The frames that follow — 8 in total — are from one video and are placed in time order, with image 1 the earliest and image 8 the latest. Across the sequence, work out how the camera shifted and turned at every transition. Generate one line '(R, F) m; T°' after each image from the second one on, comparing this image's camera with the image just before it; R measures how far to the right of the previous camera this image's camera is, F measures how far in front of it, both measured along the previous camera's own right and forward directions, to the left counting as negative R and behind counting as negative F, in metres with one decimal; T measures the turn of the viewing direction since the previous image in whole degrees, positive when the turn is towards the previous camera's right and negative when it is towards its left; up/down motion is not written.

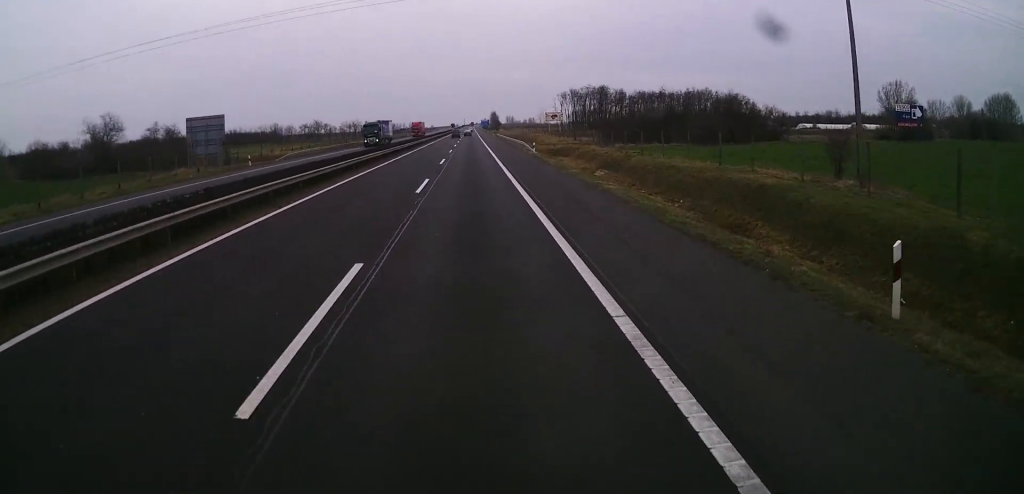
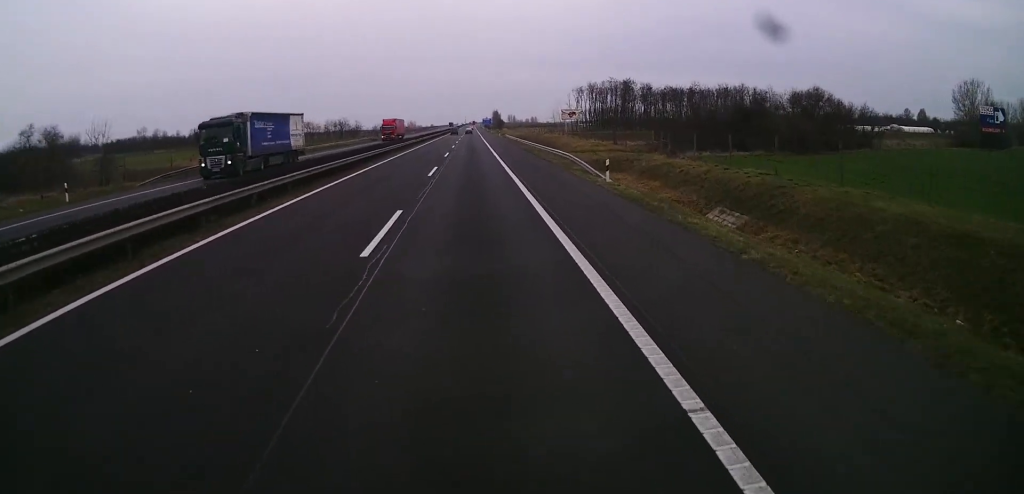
(+0.2, +26.9) m; +1°
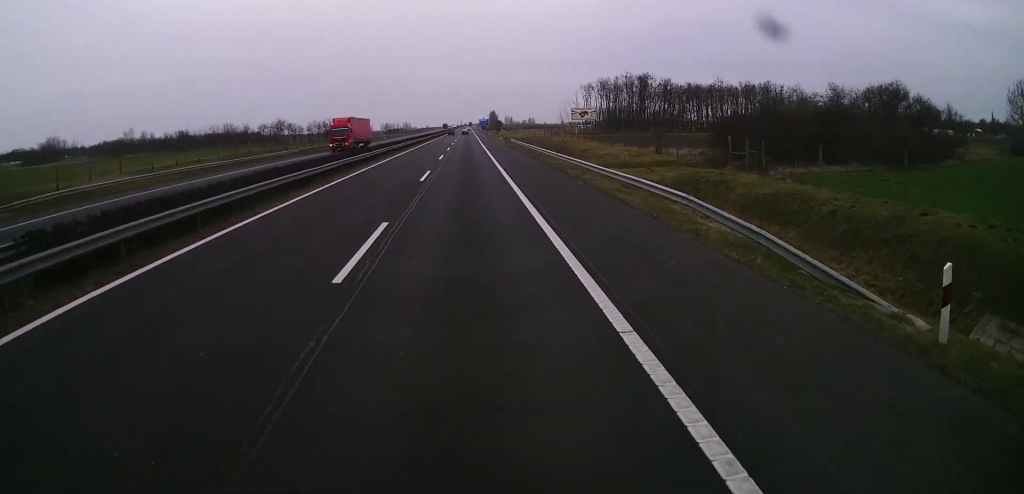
(0.0, +18.9) m; 0°
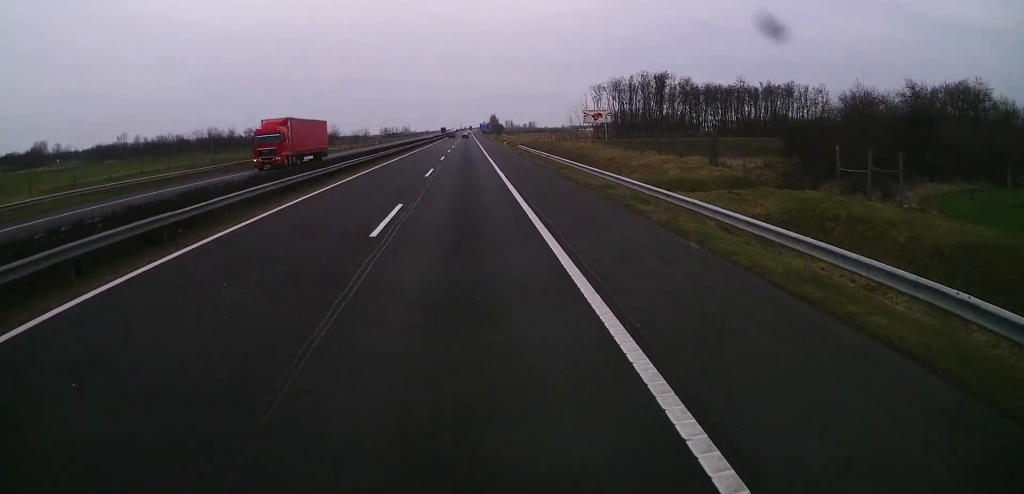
(0.0, +13.3) m; 0°
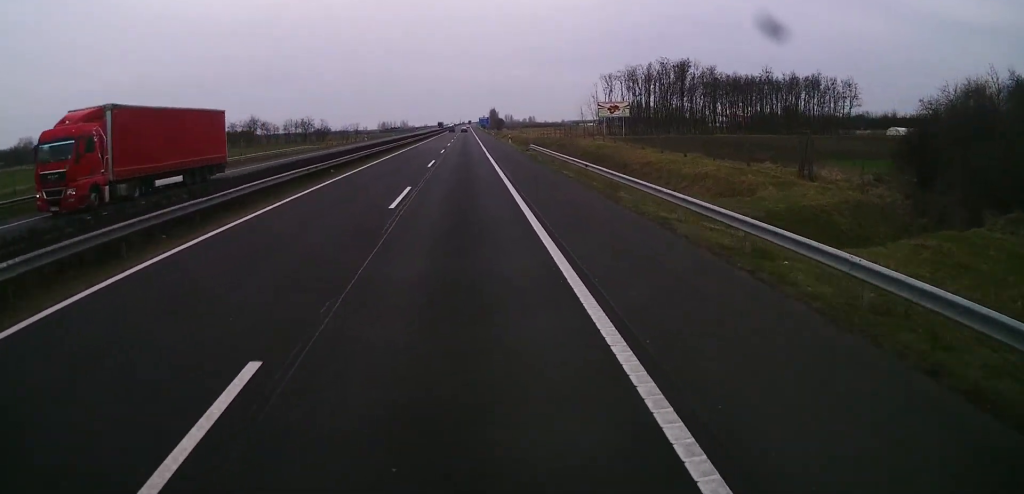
(-0.1, +13.4) m; 0°
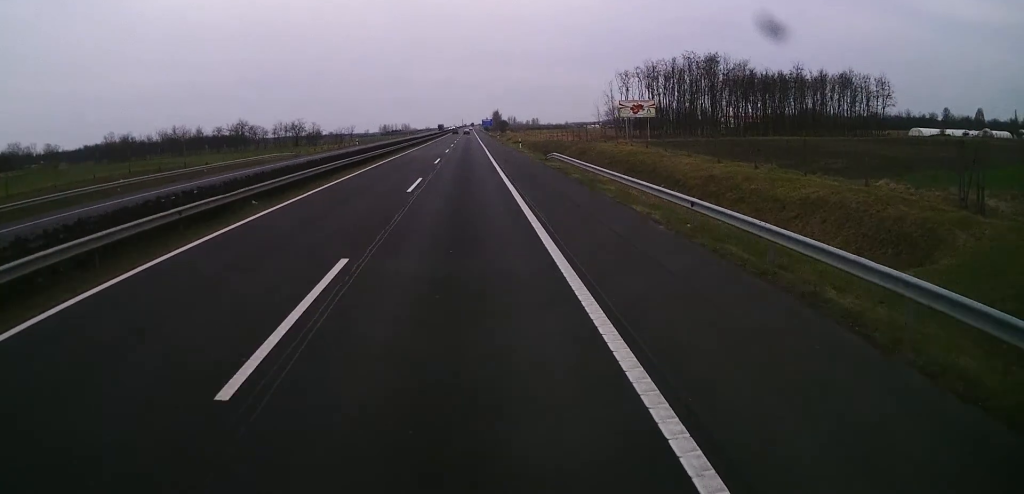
(0.0, +12.8) m; 0°
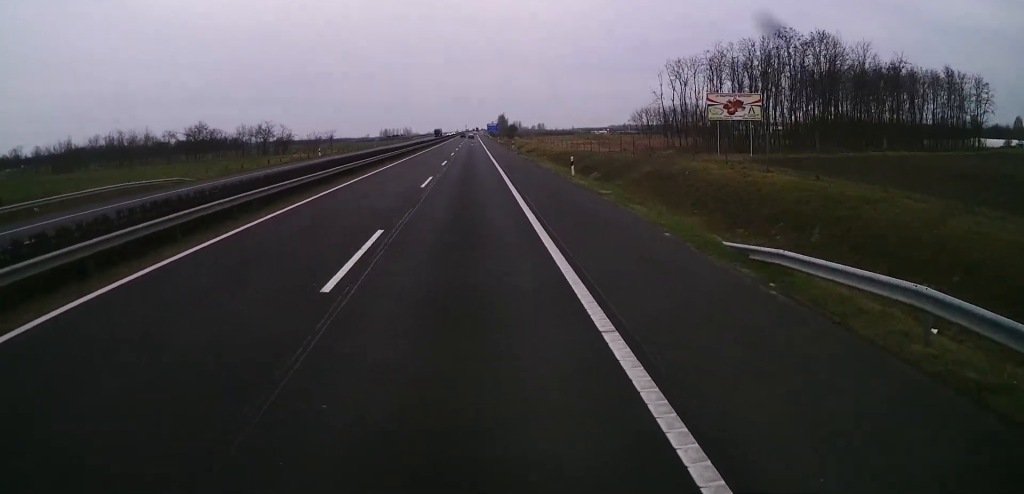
(+0.2, +31.9) m; 0°
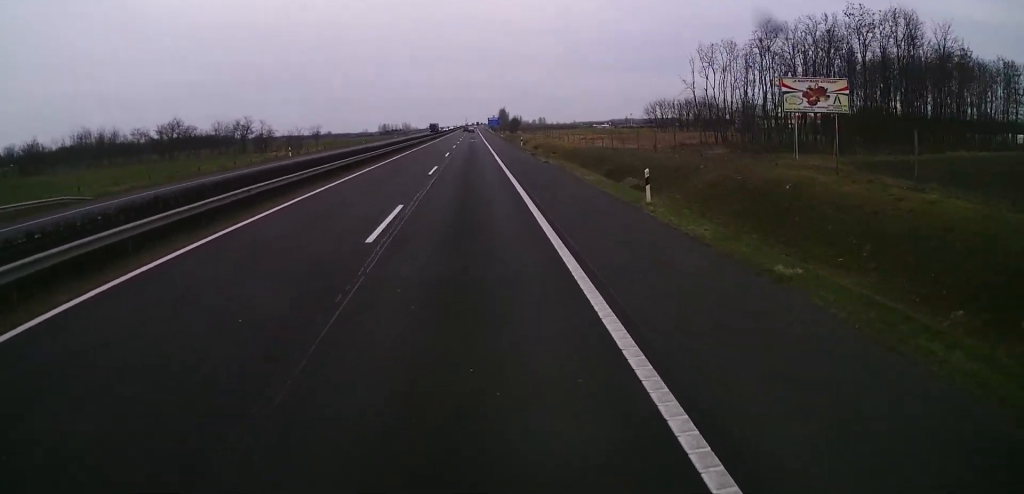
(-0.1, +14.5) m; 0°
